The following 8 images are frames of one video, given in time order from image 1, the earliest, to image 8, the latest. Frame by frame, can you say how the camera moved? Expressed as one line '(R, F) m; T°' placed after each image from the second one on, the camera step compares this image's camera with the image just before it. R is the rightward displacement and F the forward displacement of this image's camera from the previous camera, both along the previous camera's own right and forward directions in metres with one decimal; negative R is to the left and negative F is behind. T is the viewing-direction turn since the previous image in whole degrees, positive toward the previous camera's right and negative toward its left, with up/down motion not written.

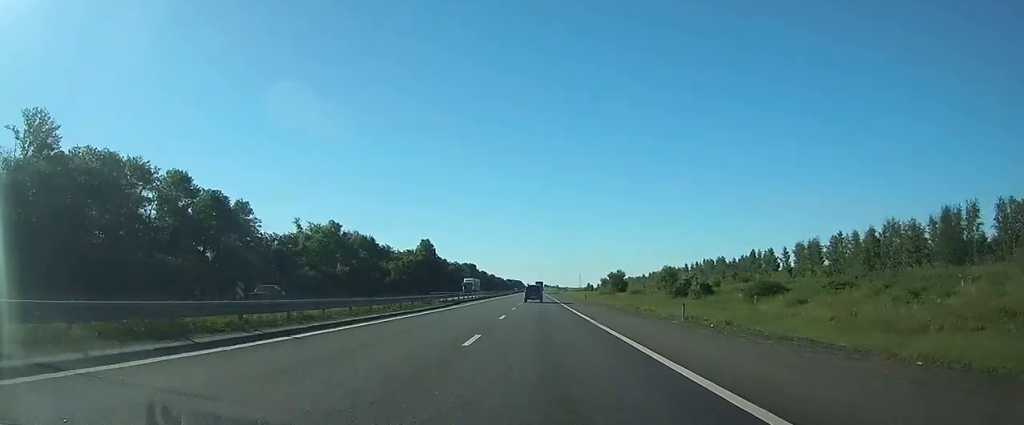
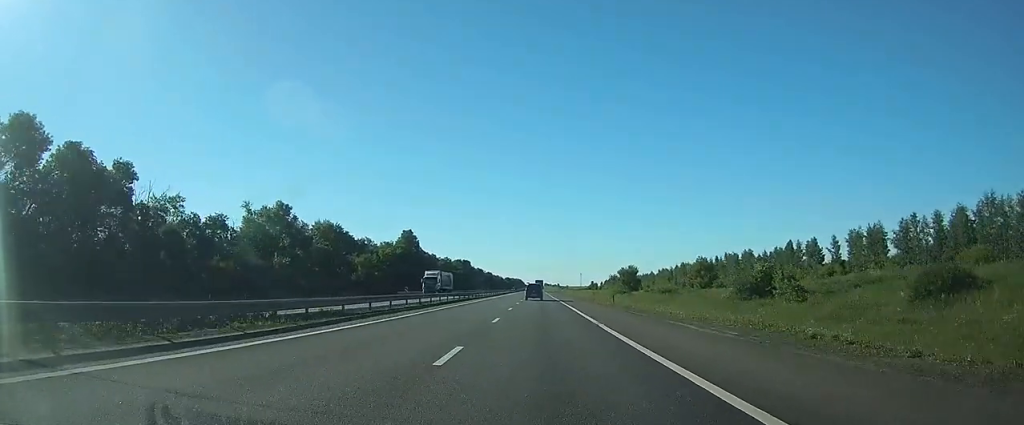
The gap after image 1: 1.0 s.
(+0.1, +27.2) m; 0°
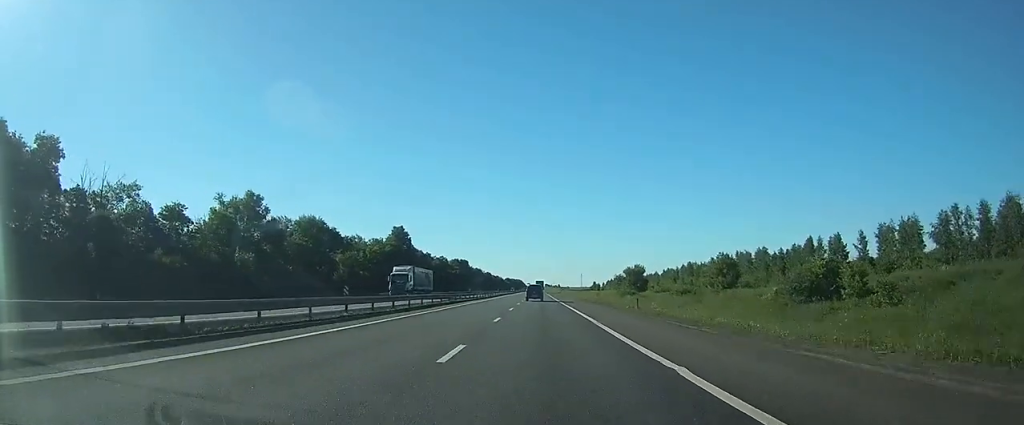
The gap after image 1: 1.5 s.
(0.0, +11.5) m; 0°
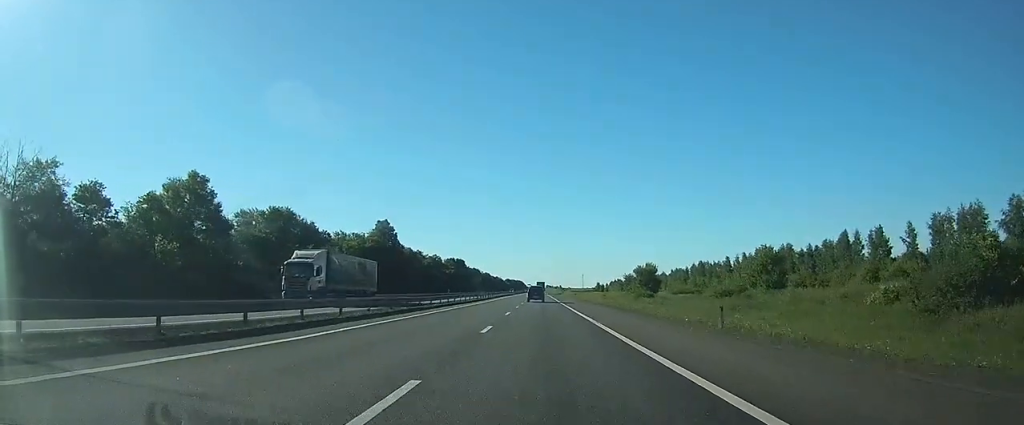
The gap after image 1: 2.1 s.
(0.0, +16.8) m; 0°
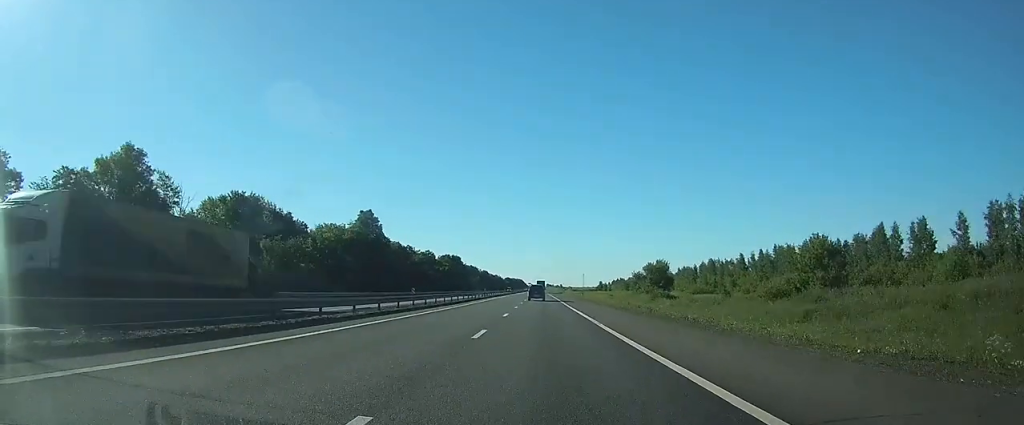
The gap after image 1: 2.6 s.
(0.0, +14.2) m; 0°
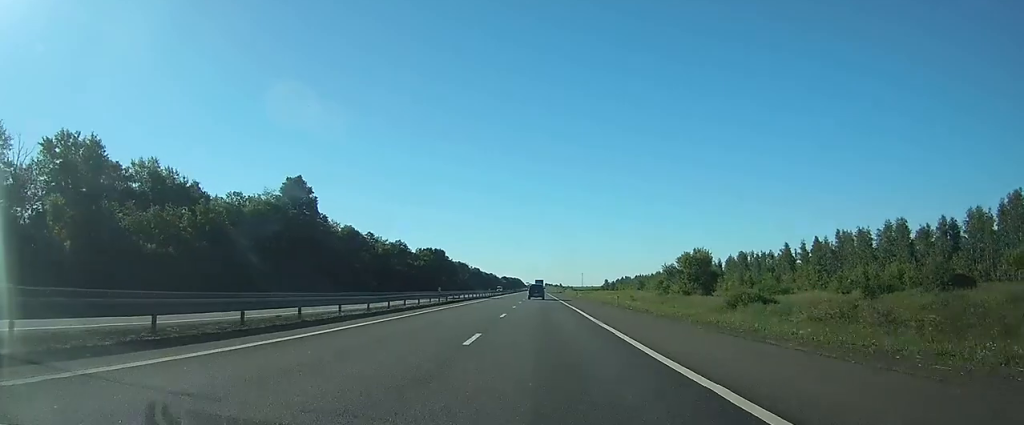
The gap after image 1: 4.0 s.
(-0.2, +37.6) m; 0°
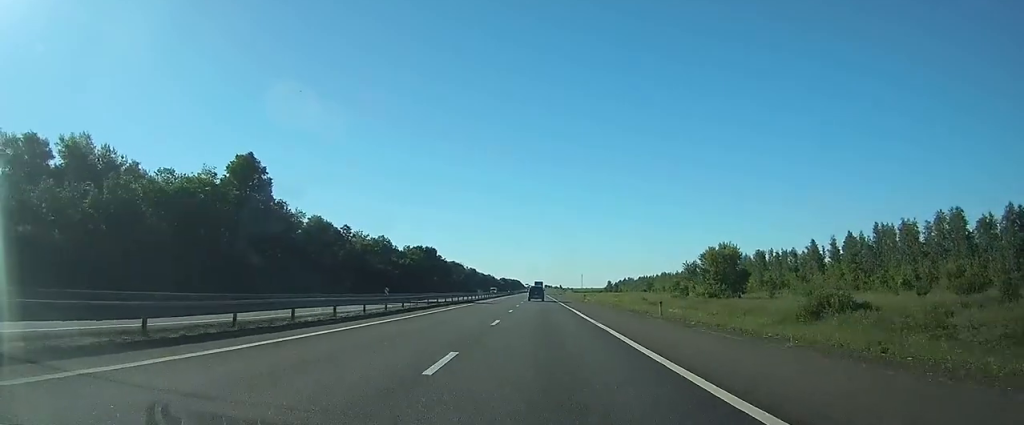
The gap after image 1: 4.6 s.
(0.0, +16.2) m; 0°
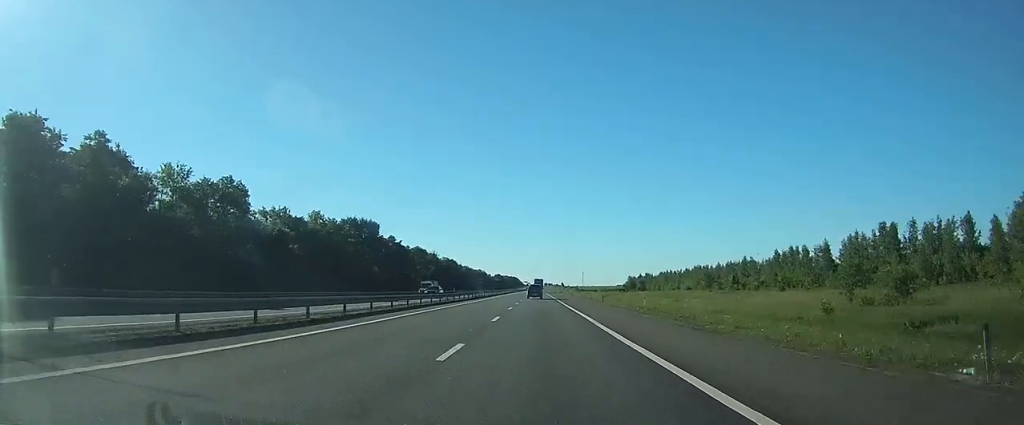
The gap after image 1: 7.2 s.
(+0.1, +70.1) m; 0°
